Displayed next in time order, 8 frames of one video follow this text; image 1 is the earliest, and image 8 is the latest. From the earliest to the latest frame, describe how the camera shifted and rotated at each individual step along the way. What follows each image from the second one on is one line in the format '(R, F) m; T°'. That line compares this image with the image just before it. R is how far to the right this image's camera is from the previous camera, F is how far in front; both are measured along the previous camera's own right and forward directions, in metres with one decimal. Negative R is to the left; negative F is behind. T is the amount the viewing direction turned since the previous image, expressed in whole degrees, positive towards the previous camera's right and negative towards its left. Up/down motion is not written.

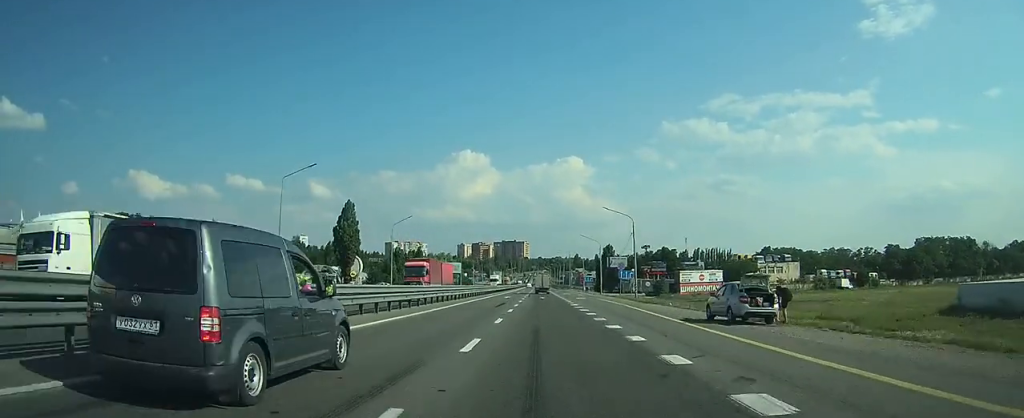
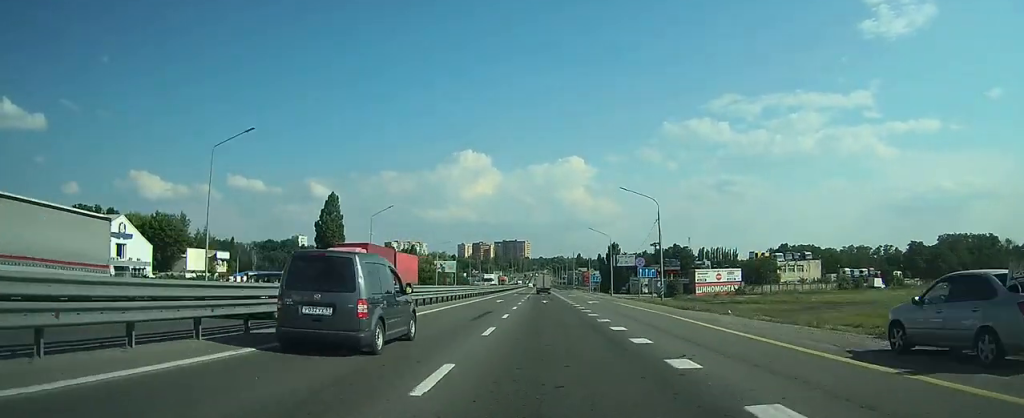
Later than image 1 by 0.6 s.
(0.0, +12.8) m; 0°
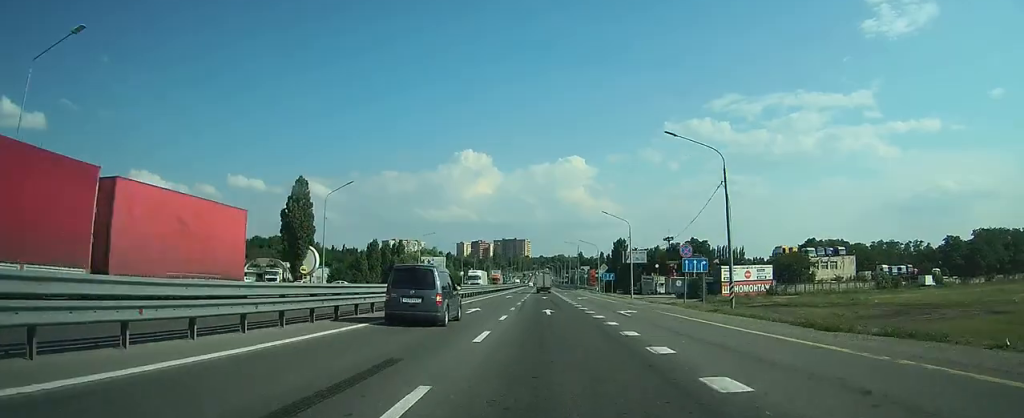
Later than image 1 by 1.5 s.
(-0.1, +18.3) m; 0°
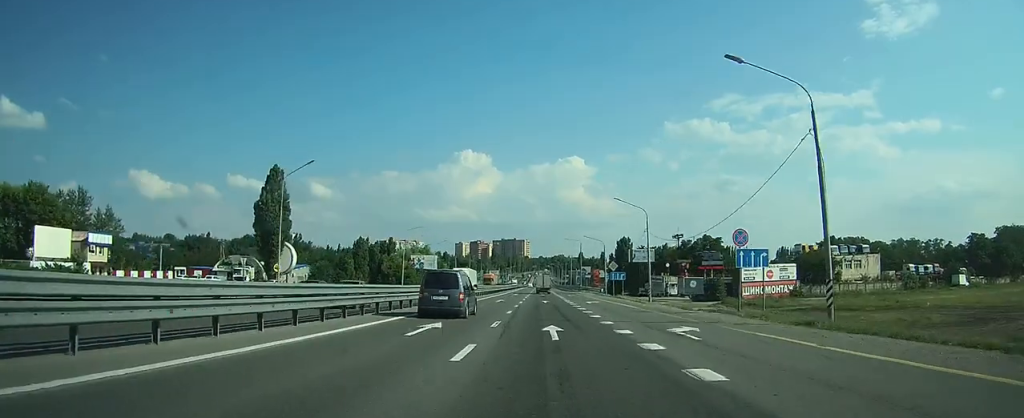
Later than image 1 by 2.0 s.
(0.0, +11.2) m; 0°
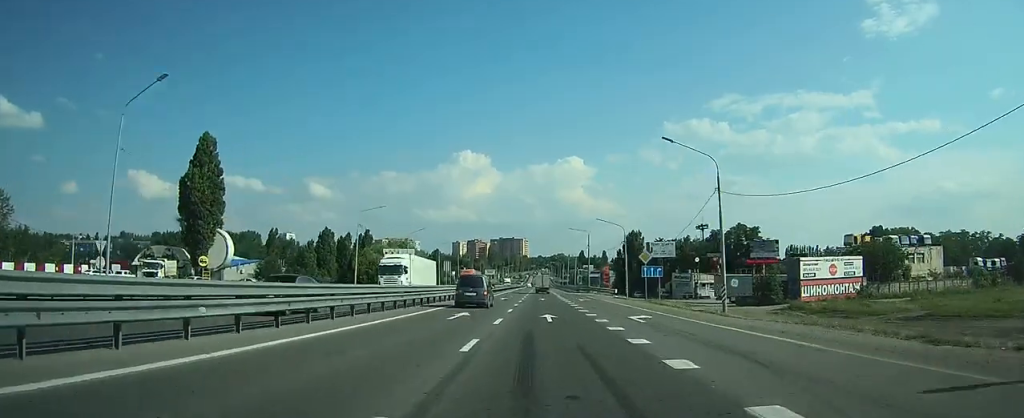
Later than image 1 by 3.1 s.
(+0.1, +22.9) m; 0°
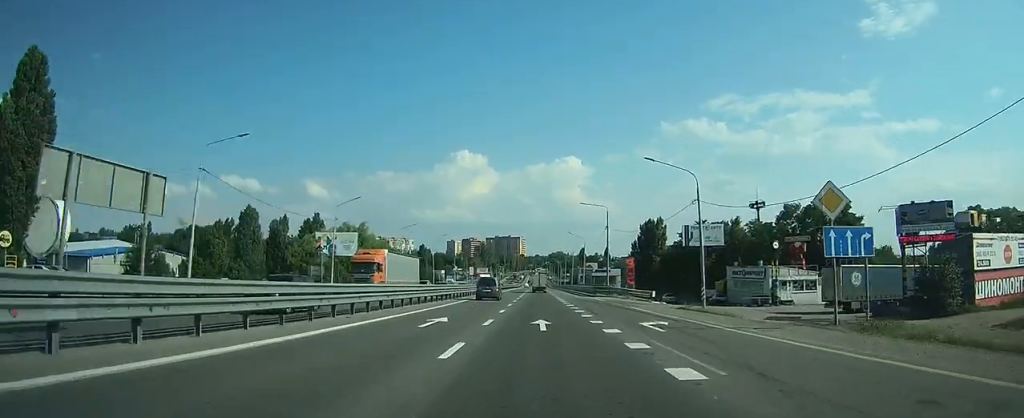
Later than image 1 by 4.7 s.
(-0.1, +33.2) m; 0°
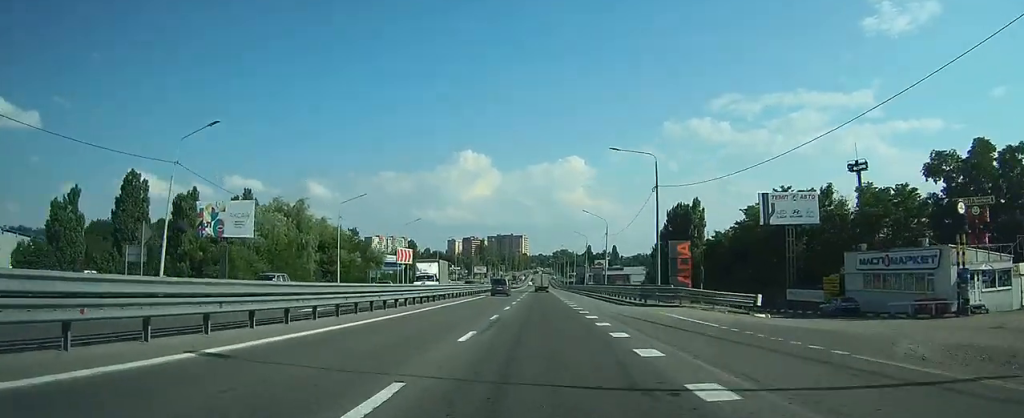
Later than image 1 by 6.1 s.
(+0.8, +30.0) m; +4°
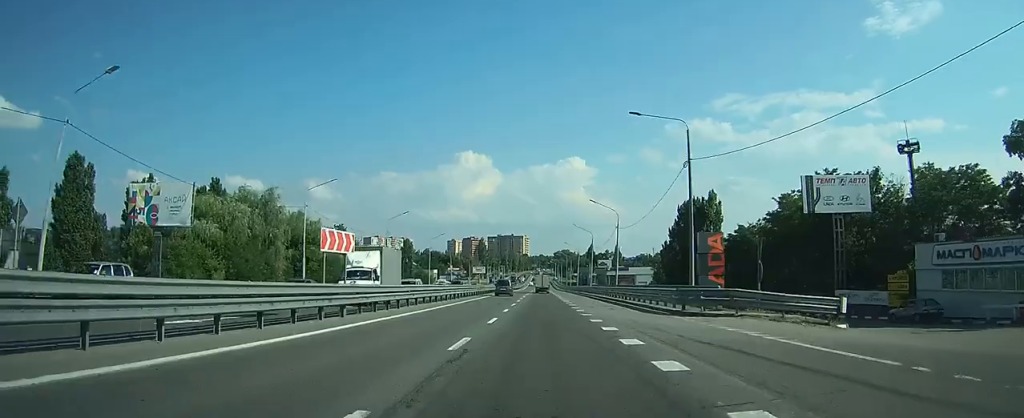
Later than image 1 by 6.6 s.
(+0.4, +9.8) m; +1°
